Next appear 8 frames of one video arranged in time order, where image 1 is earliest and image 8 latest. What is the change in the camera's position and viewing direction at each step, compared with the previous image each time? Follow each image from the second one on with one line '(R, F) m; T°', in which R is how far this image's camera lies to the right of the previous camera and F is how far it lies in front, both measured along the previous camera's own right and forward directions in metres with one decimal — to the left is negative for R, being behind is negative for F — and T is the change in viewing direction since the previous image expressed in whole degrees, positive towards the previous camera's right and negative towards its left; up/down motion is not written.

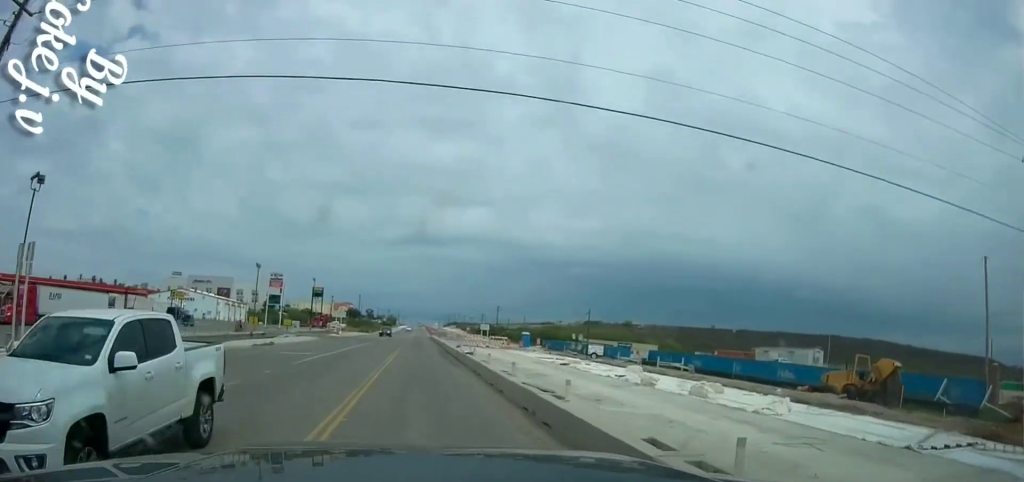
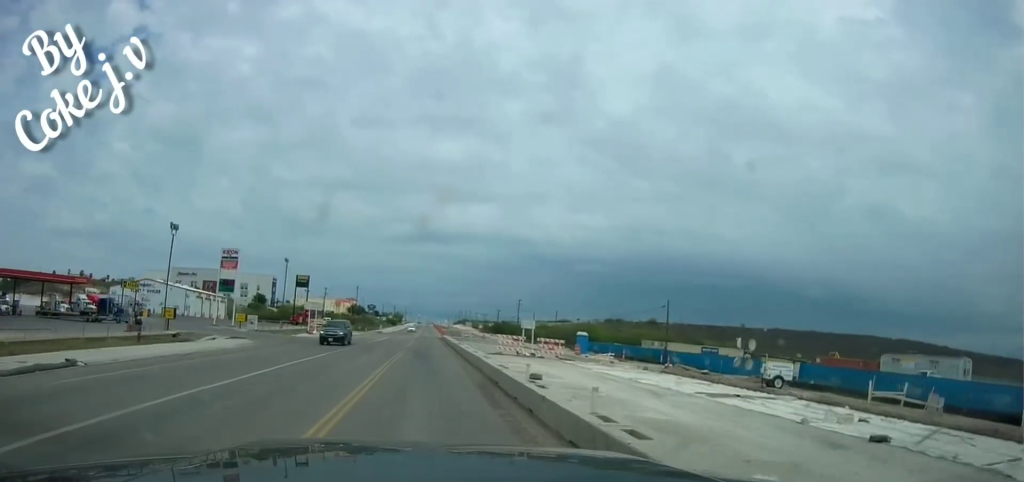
(-0.7, +27.6) m; -2°
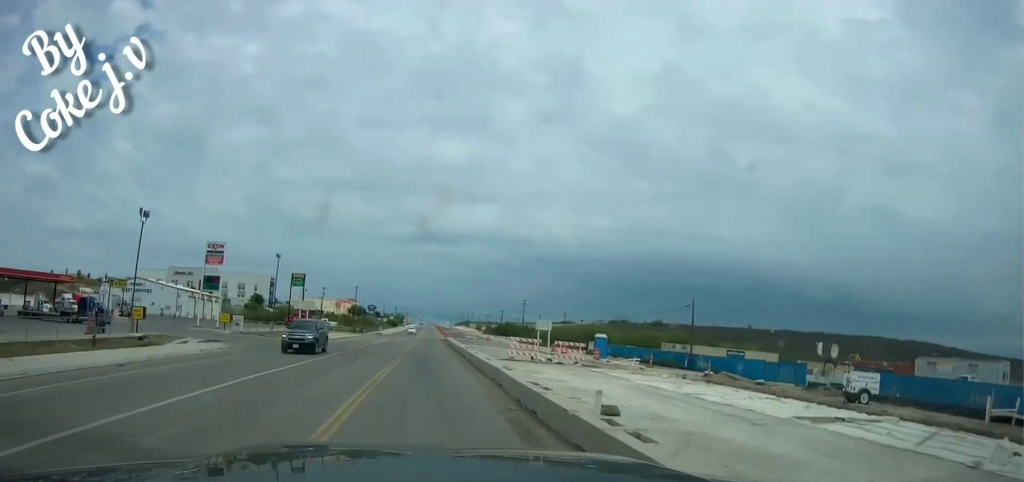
(-0.1, +6.4) m; 0°
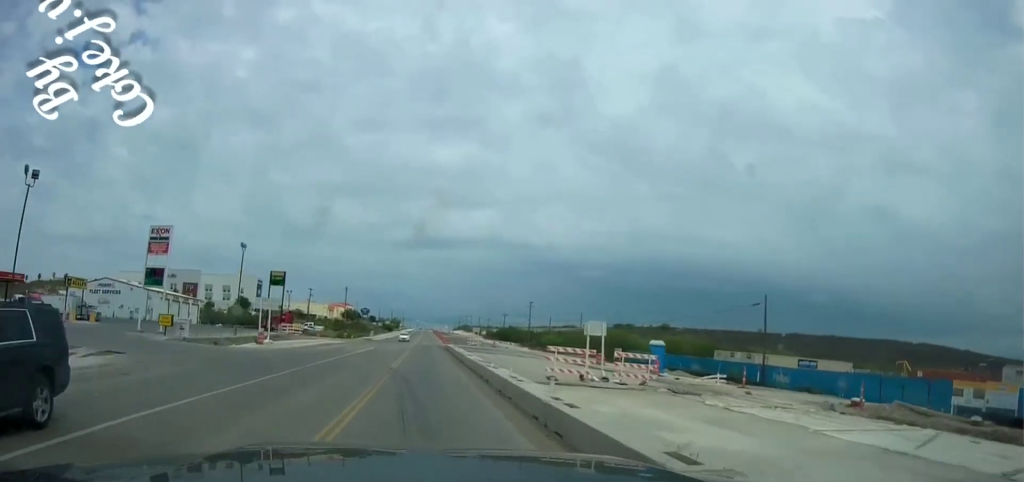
(+0.5, +14.5) m; +2°
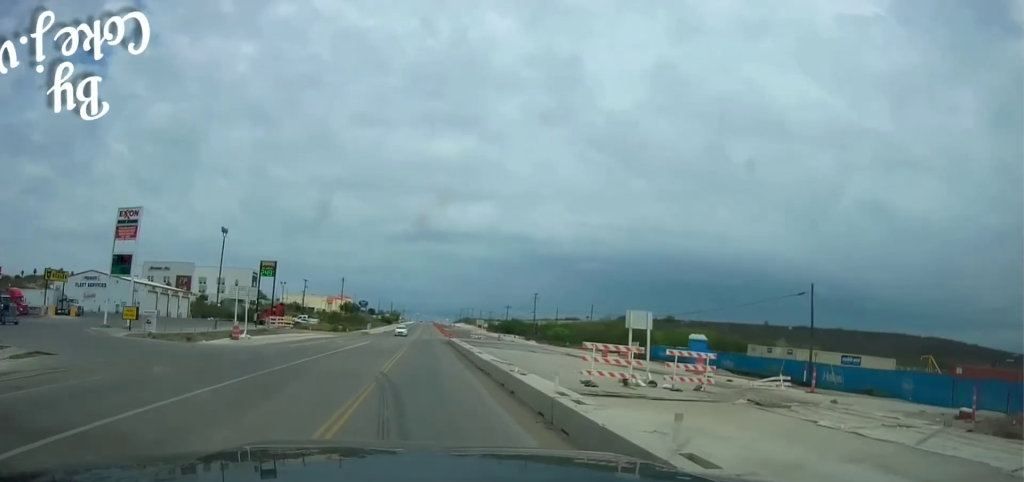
(0.0, +6.6) m; 0°
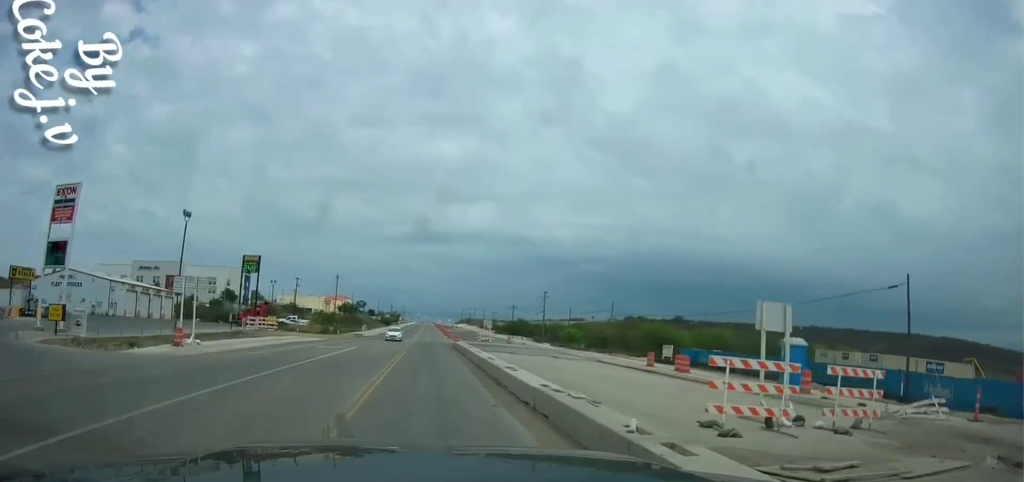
(0.0, +10.3) m; 0°
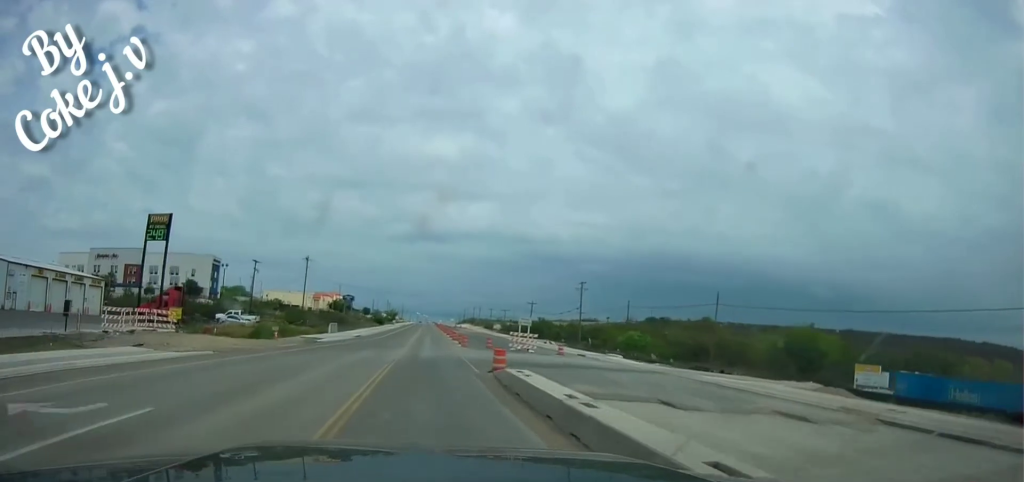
(0.0, +32.7) m; -1°
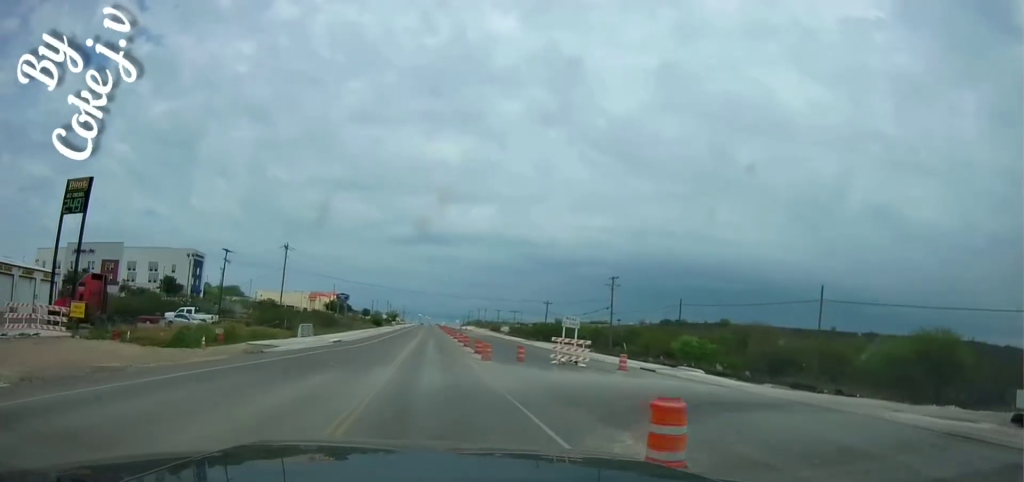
(-0.1, +15.1) m; -1°
